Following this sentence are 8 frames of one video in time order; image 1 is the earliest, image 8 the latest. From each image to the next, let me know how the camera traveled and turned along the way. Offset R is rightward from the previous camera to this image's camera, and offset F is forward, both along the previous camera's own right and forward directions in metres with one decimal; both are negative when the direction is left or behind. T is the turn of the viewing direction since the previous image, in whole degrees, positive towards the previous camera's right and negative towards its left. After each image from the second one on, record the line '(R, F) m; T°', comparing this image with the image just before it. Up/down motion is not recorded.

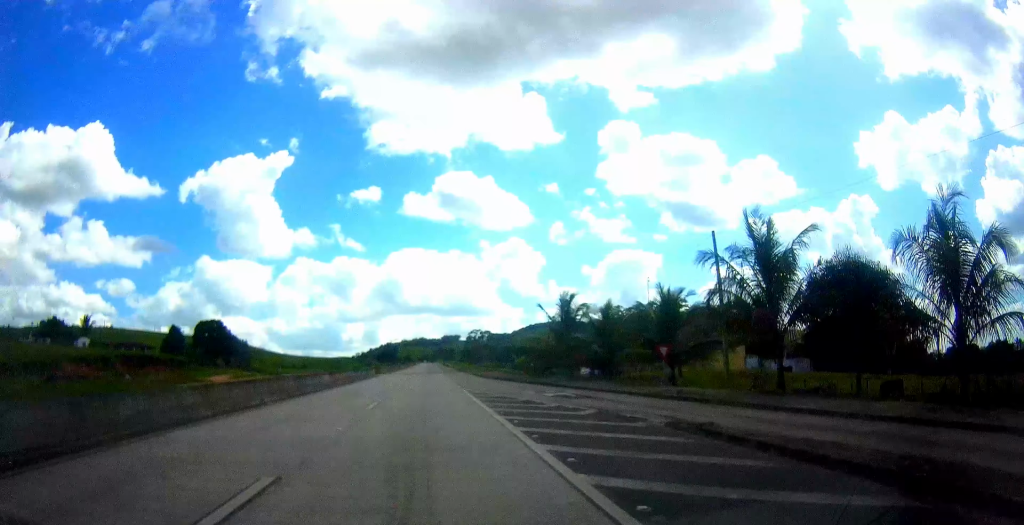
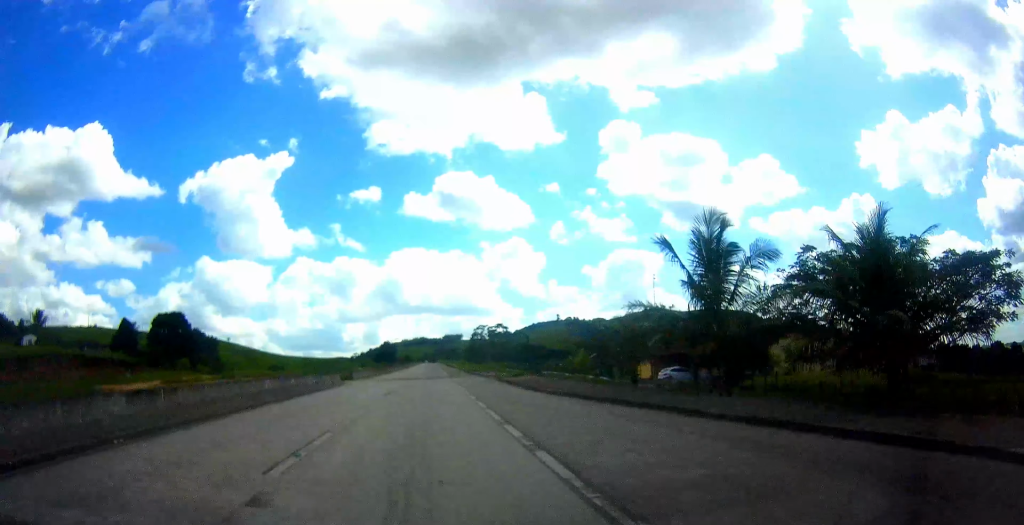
(+0.2, +26.6) m; +1°
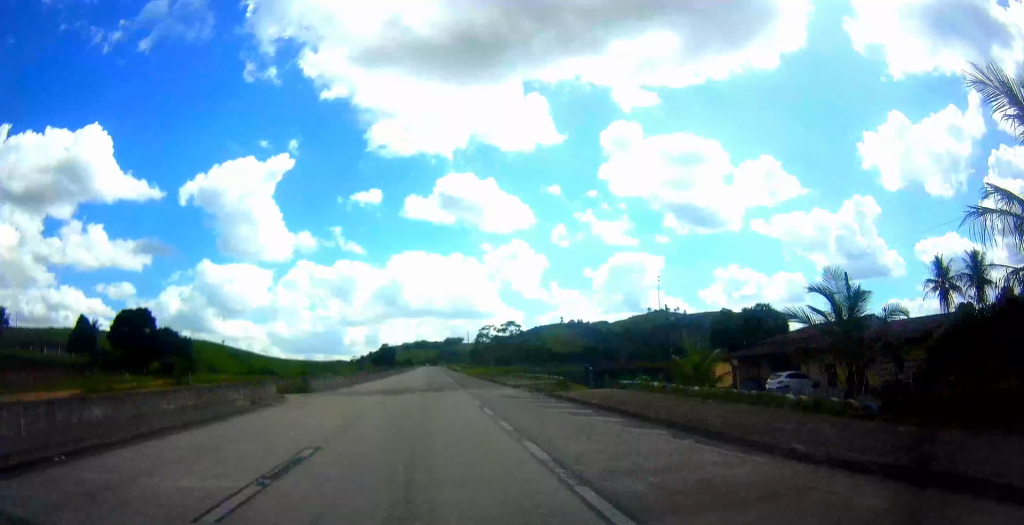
(+0.1, +18.1) m; 0°
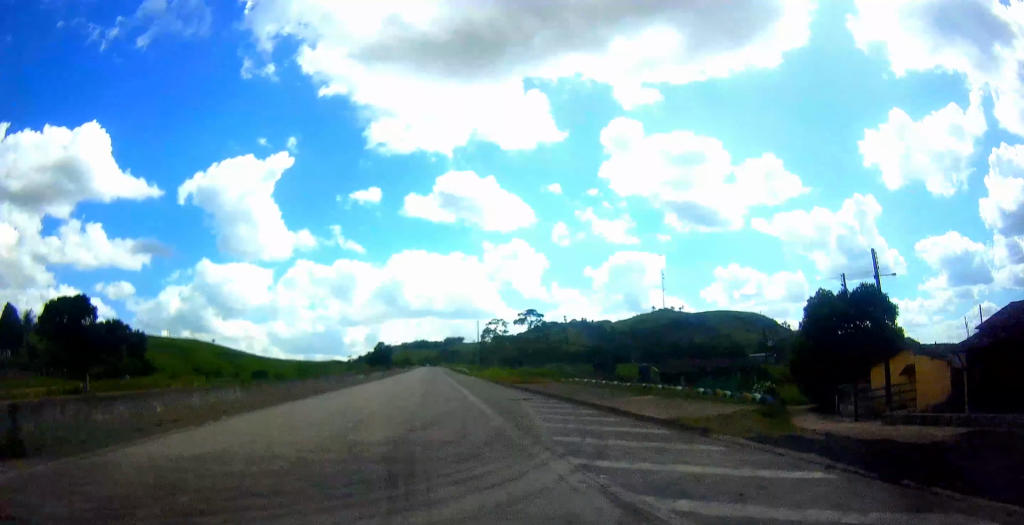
(0.0, +24.1) m; -1°
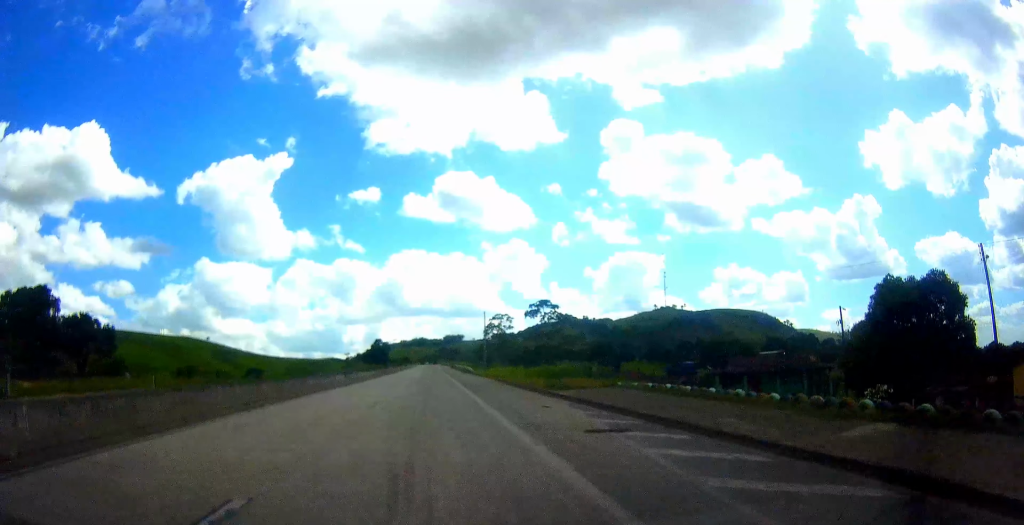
(-0.1, +12.0) m; 0°
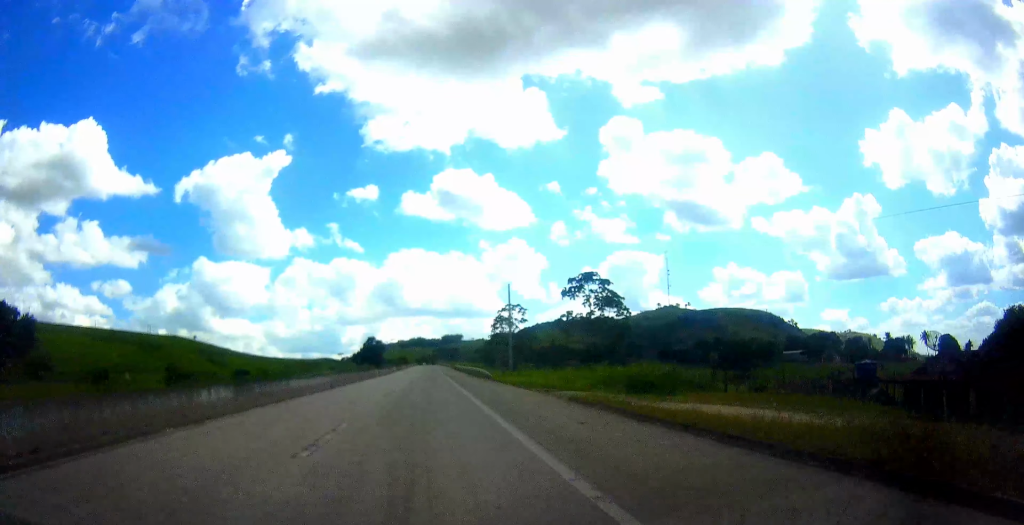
(-0.2, +25.0) m; 0°
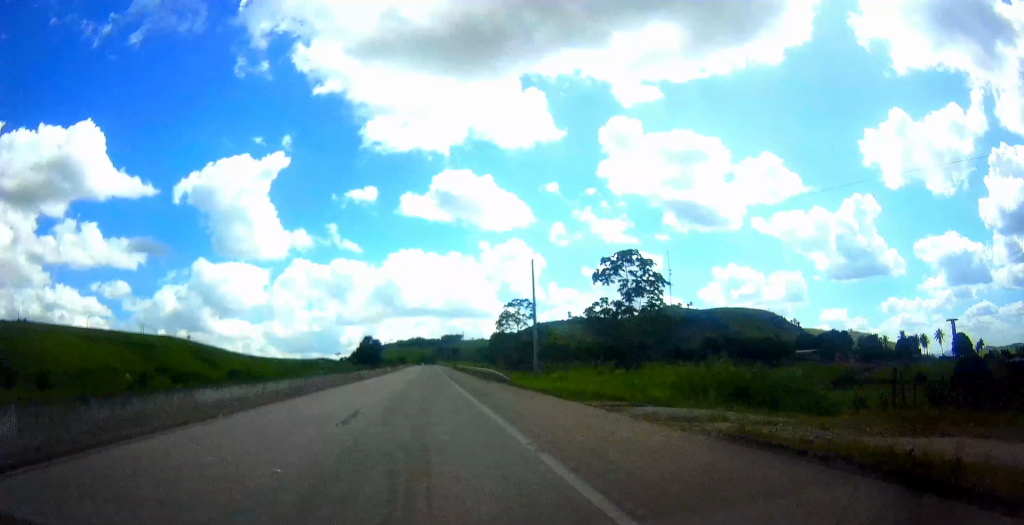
(-0.2, +11.8) m; +1°
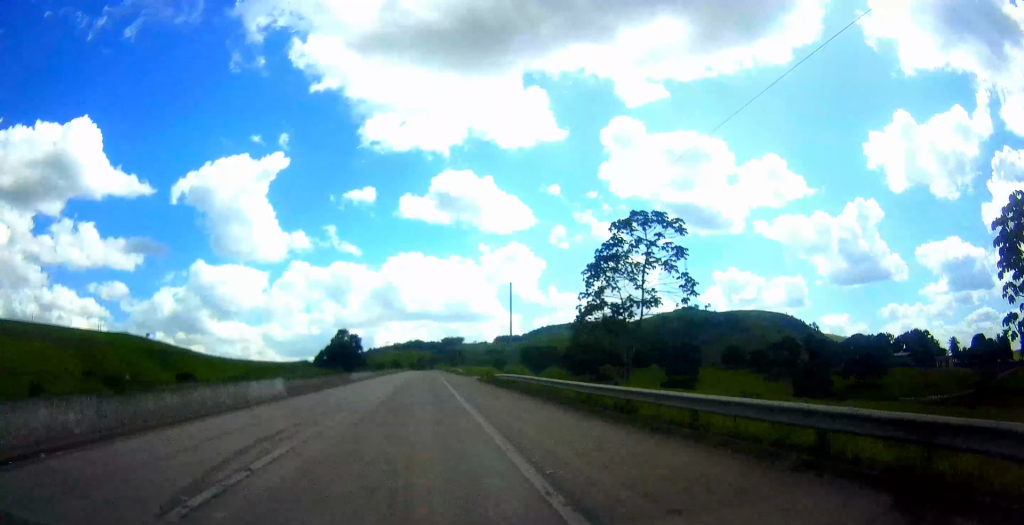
(+0.2, +71.7) m; 0°
